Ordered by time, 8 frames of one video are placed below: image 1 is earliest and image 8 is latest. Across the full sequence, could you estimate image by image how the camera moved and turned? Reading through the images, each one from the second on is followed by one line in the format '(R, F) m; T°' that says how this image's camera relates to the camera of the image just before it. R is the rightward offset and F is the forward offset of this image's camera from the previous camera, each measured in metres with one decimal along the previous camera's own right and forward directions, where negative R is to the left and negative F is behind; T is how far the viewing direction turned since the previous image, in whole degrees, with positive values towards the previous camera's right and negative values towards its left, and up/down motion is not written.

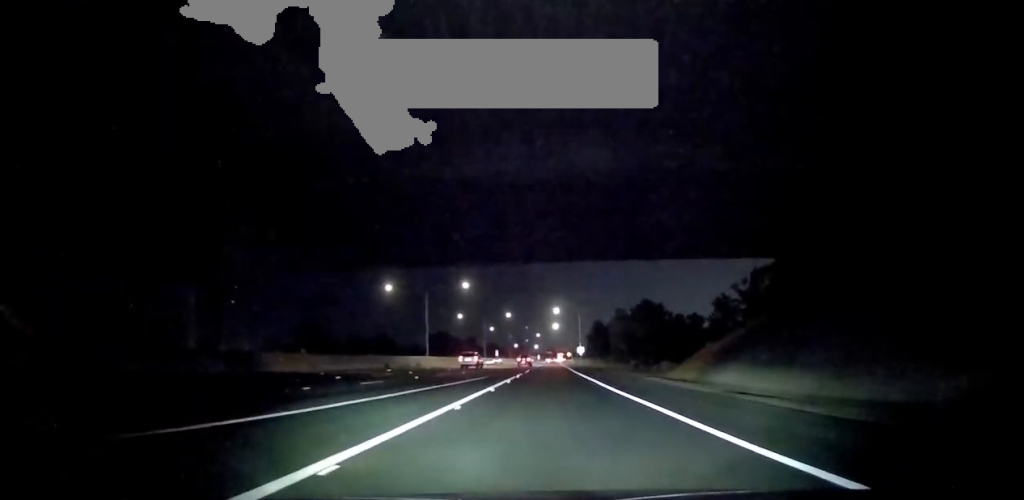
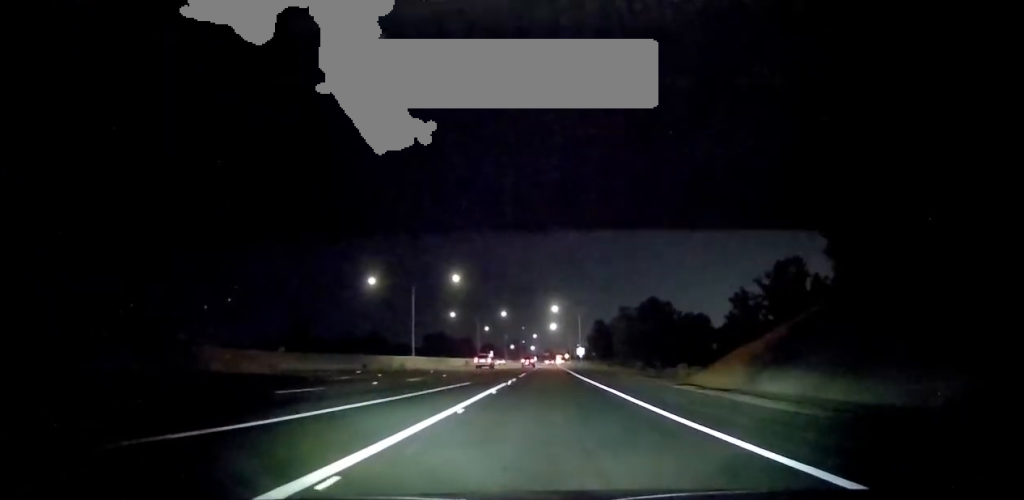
(+0.3, +8.2) m; +1°
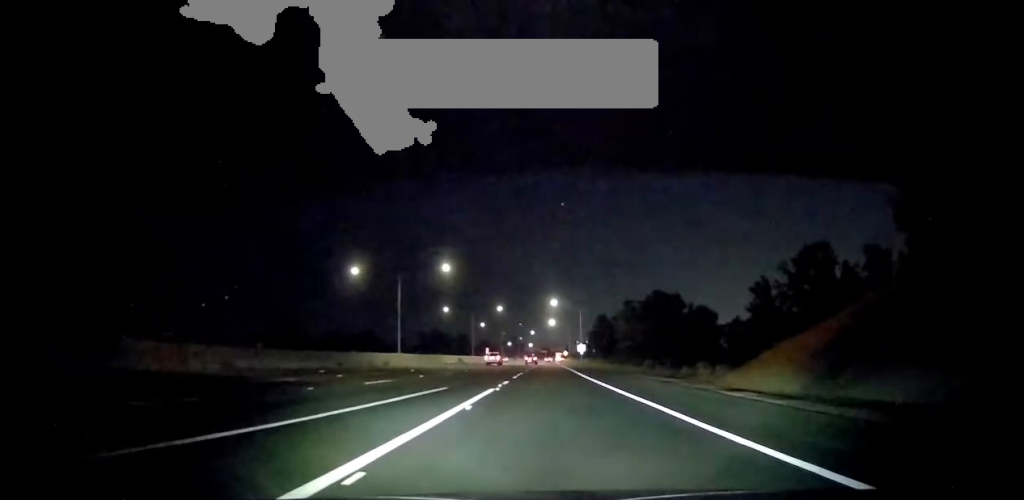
(+0.2, +7.2) m; 0°
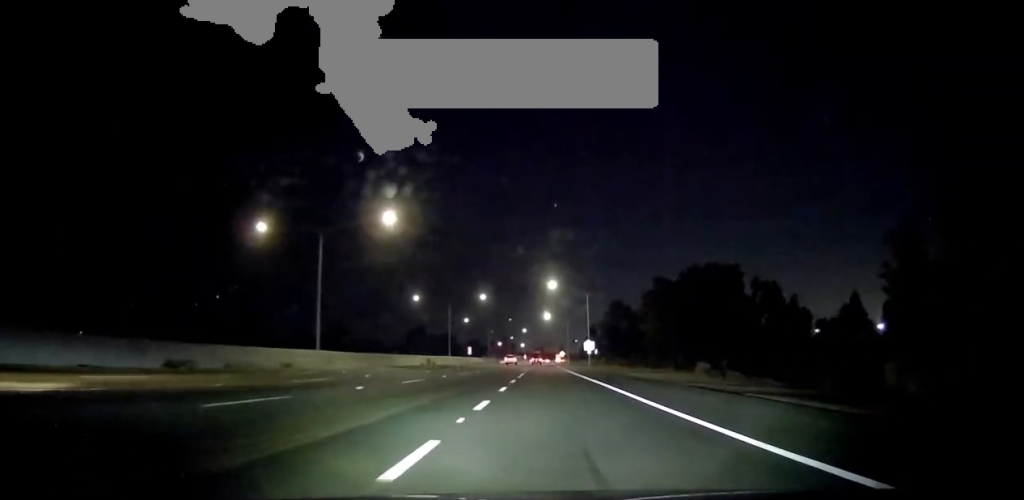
(+0.2, +25.0) m; +1°
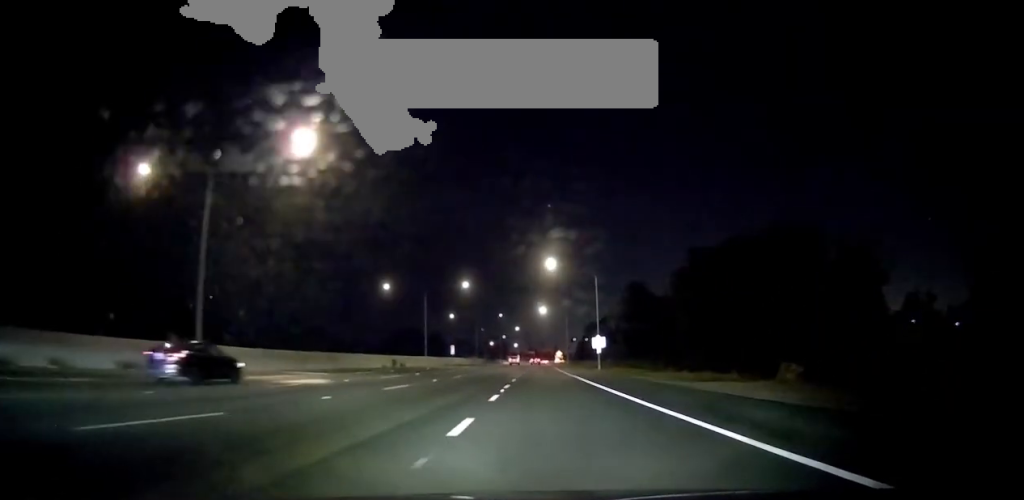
(-0.4, +17.2) m; 0°
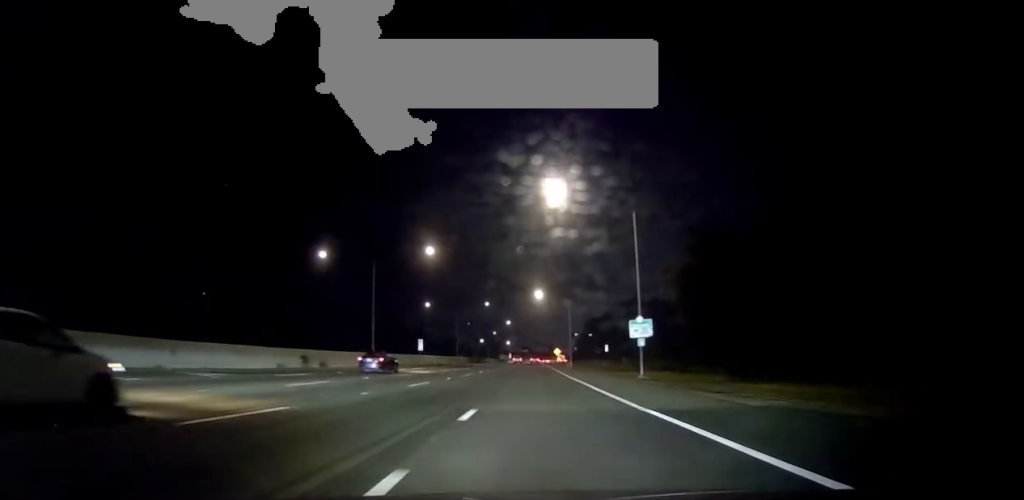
(+1.0, +23.7) m; +4°
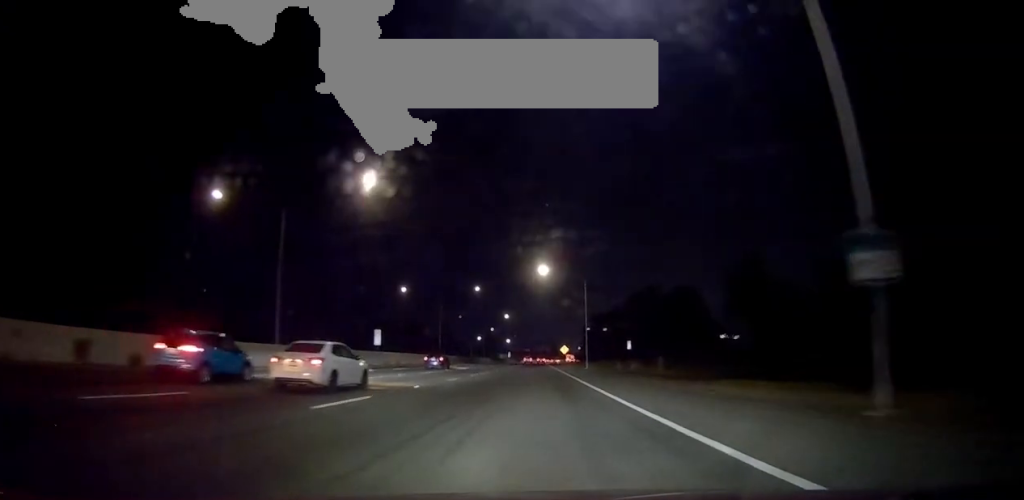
(-0.2, +22.8) m; 0°
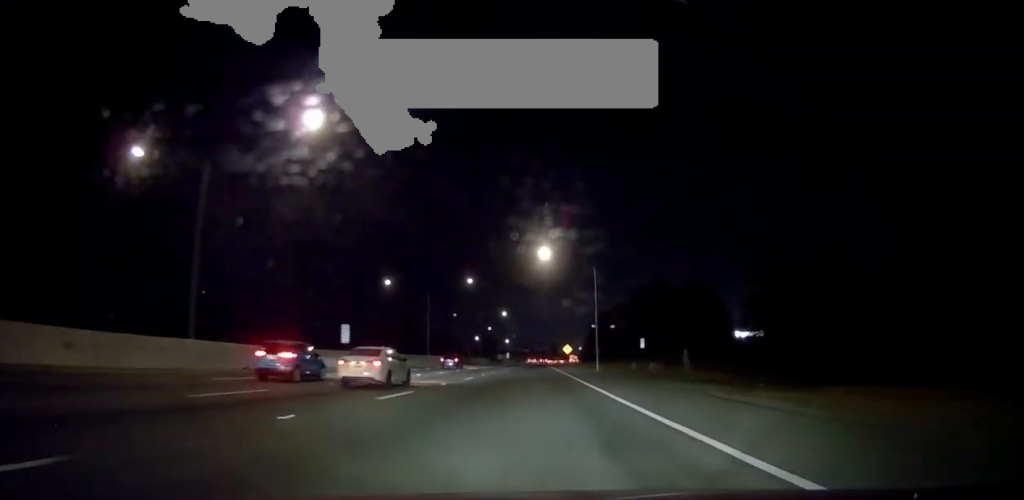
(-0.3, +10.3) m; +1°
